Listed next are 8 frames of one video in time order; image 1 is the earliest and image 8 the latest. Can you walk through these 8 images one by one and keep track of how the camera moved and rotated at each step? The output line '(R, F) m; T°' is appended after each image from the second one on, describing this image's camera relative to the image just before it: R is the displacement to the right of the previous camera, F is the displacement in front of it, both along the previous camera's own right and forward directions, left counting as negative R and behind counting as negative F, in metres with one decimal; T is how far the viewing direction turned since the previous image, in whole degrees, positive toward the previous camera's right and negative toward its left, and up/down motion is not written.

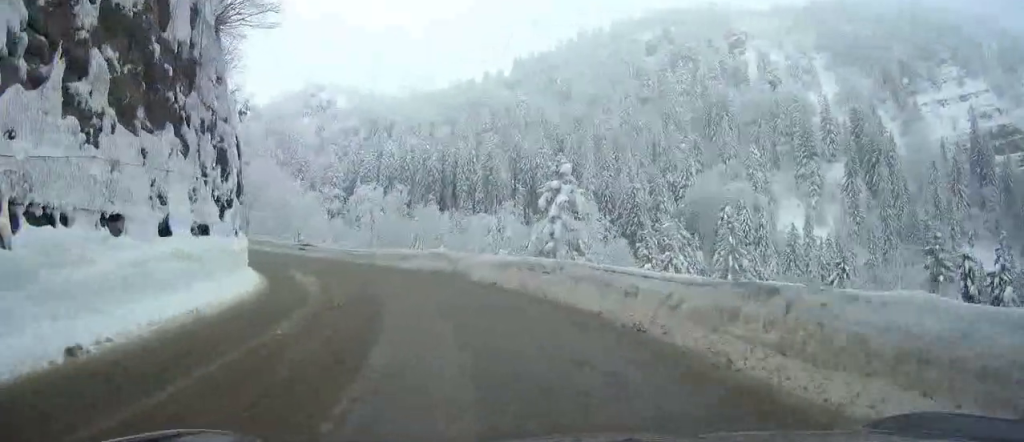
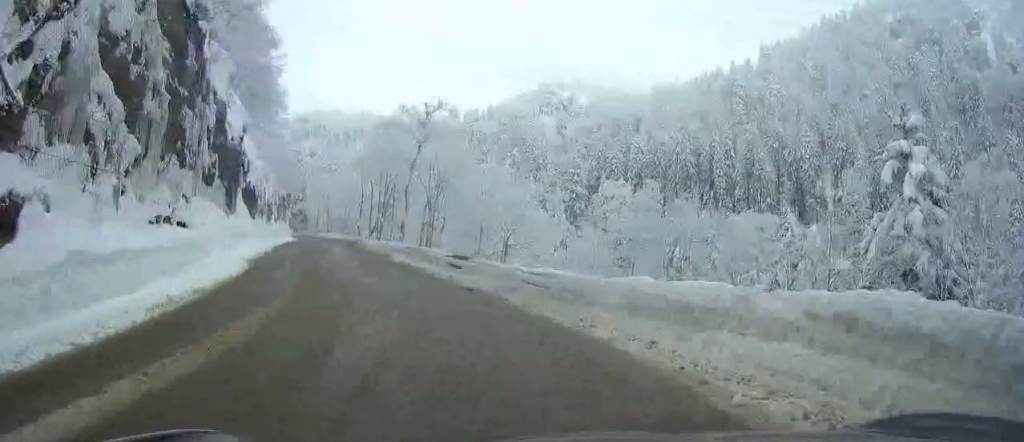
(-2.7, +21.0) m; -24°
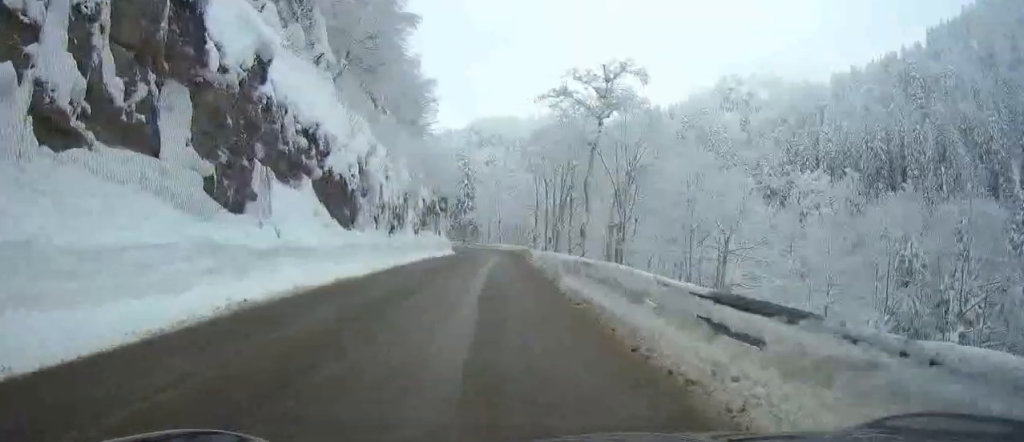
(-2.7, +13.5) m; -16°
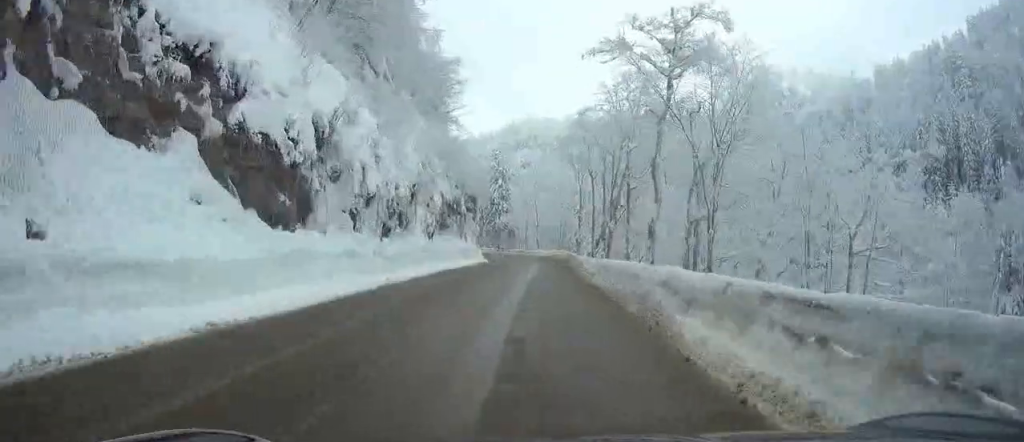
(-0.1, +10.4) m; 0°
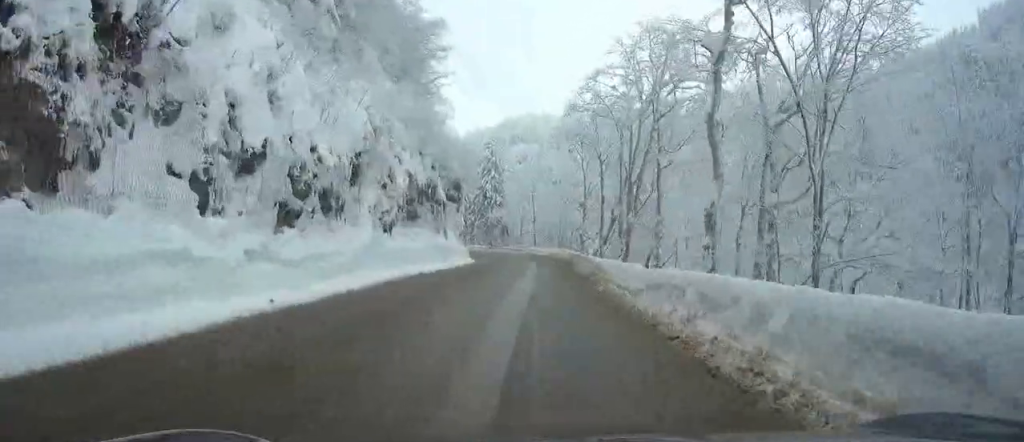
(0.0, +10.2) m; 0°
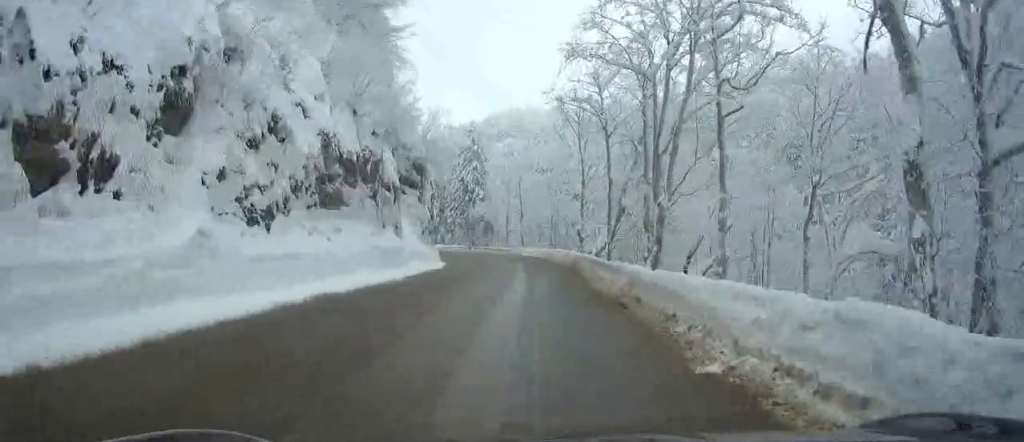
(0.0, +11.6) m; 0°
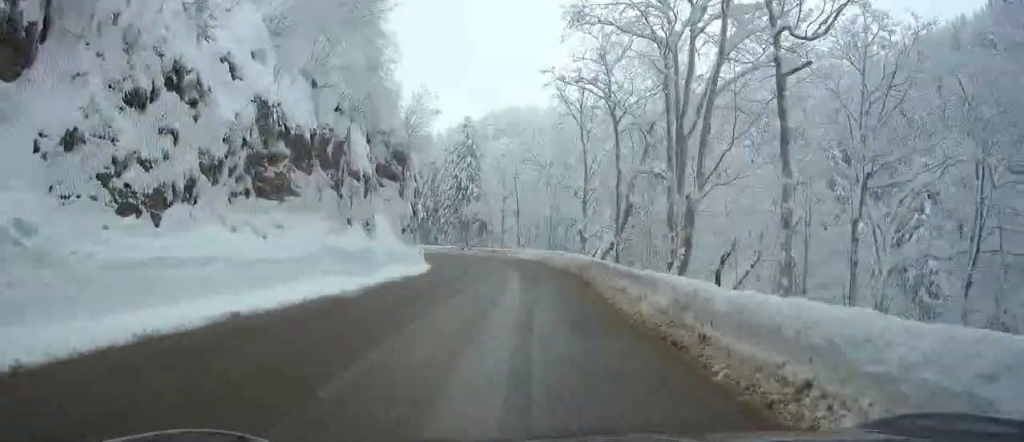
(0.0, +4.6) m; 0°
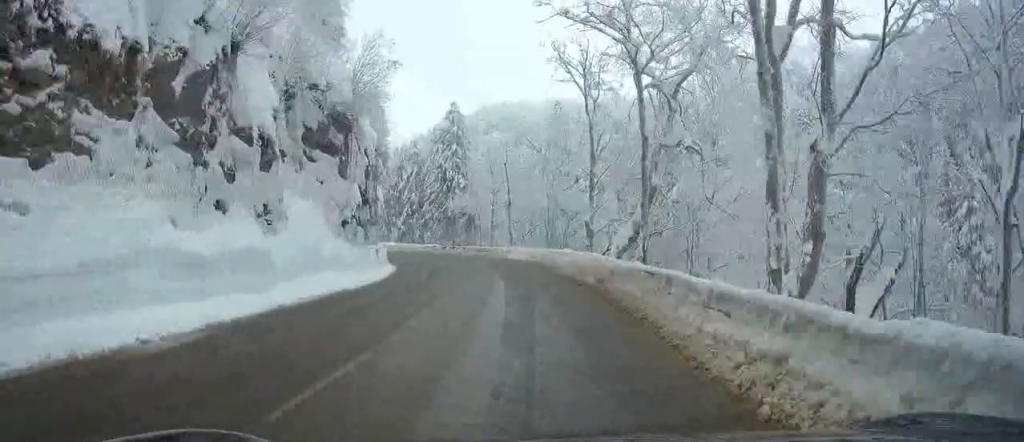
(0.0, +9.2) m; +1°
